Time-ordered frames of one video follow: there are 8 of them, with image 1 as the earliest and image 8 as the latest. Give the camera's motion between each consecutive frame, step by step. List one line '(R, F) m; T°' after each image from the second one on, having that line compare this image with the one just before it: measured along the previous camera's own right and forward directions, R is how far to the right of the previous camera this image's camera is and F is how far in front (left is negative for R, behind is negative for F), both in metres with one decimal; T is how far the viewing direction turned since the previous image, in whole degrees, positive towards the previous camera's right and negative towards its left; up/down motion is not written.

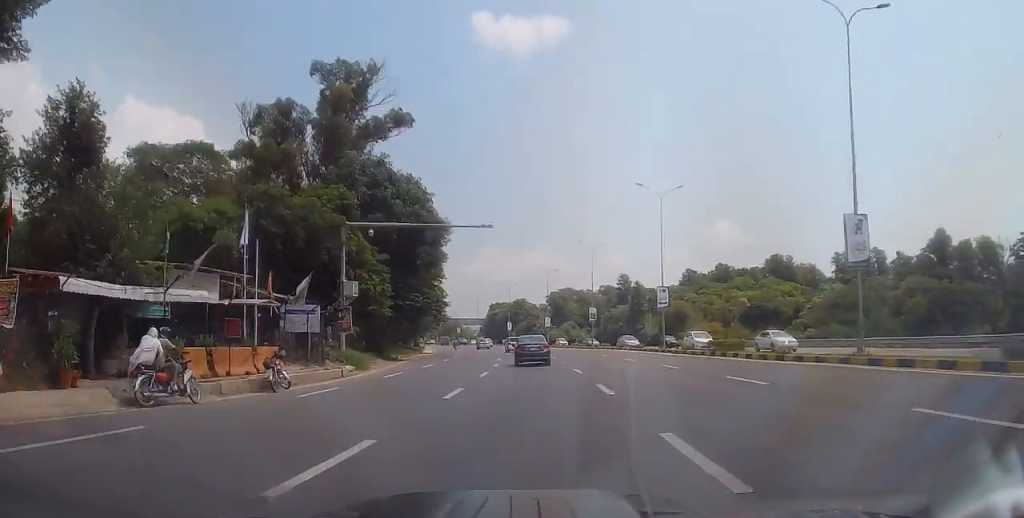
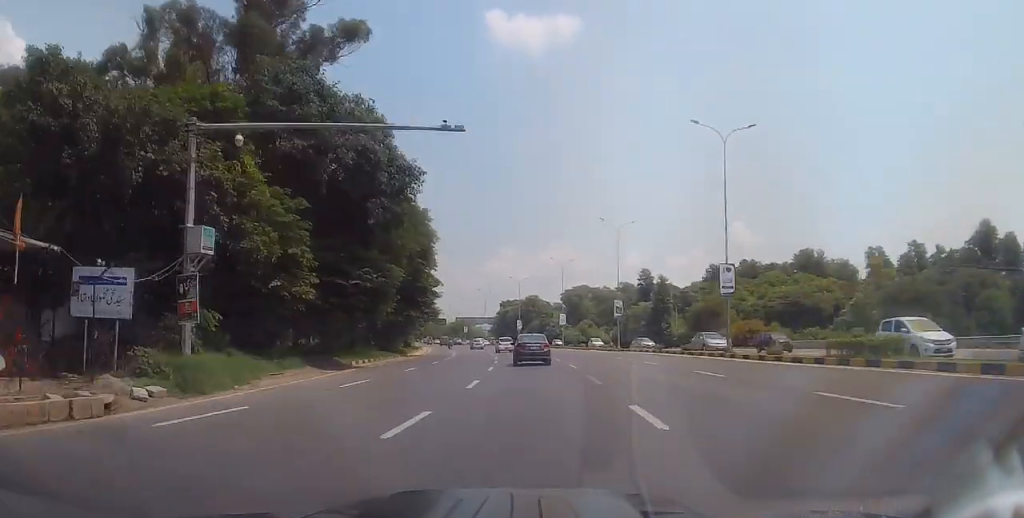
(-0.3, +14.1) m; -2°
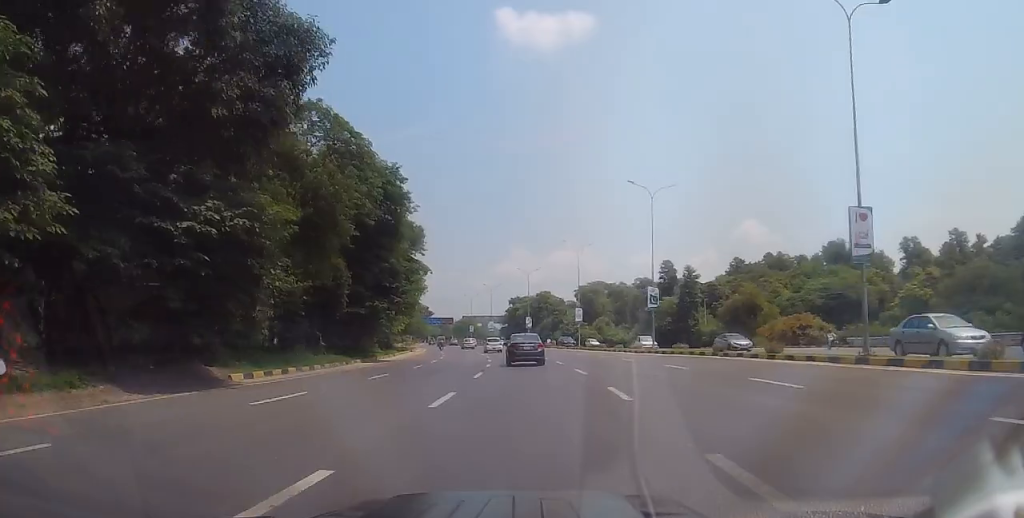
(-0.2, +14.0) m; -2°
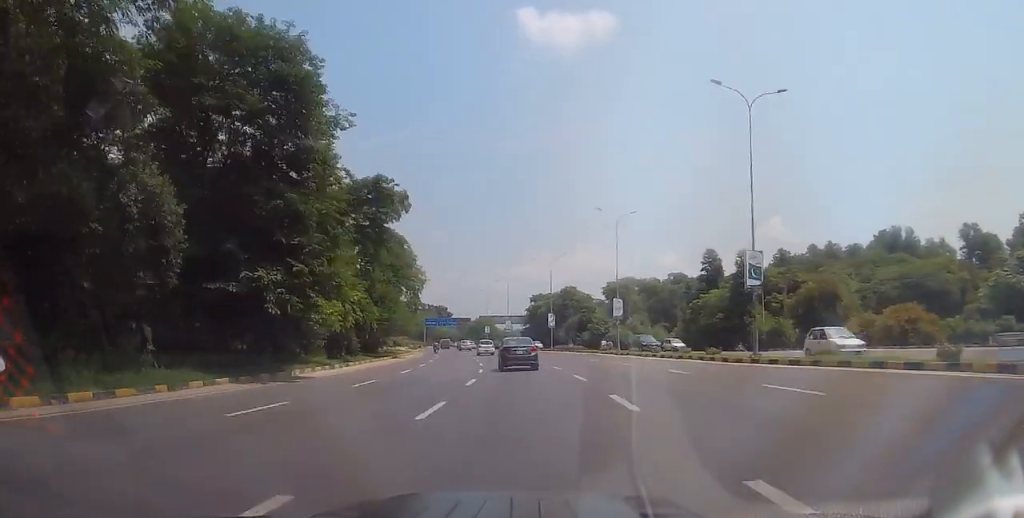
(-0.3, +18.9) m; -2°
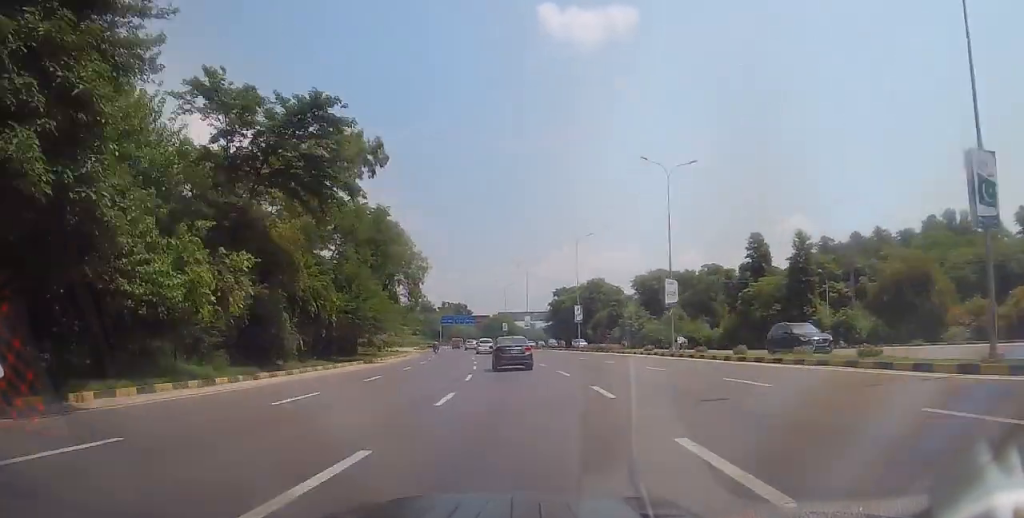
(-0.3, +15.0) m; -1°
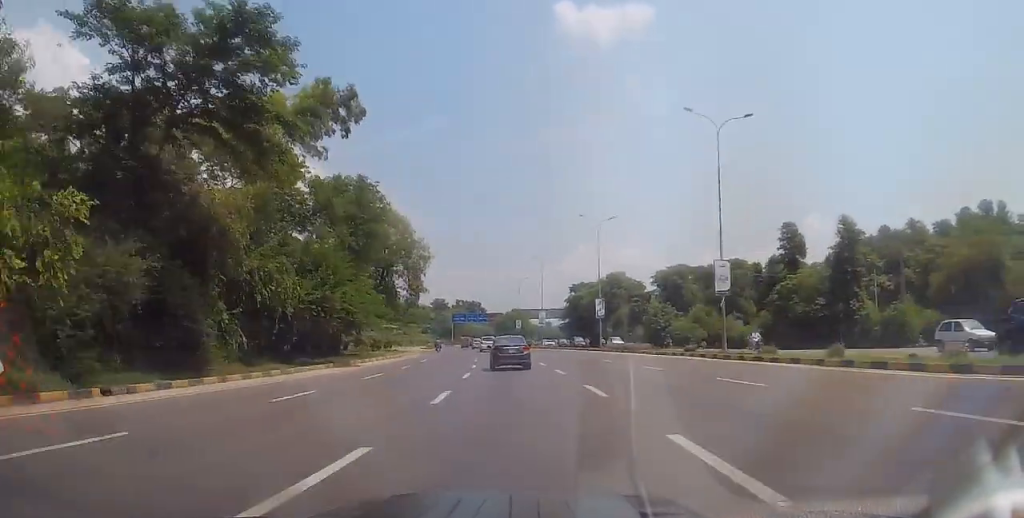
(+0.1, +8.7) m; -2°
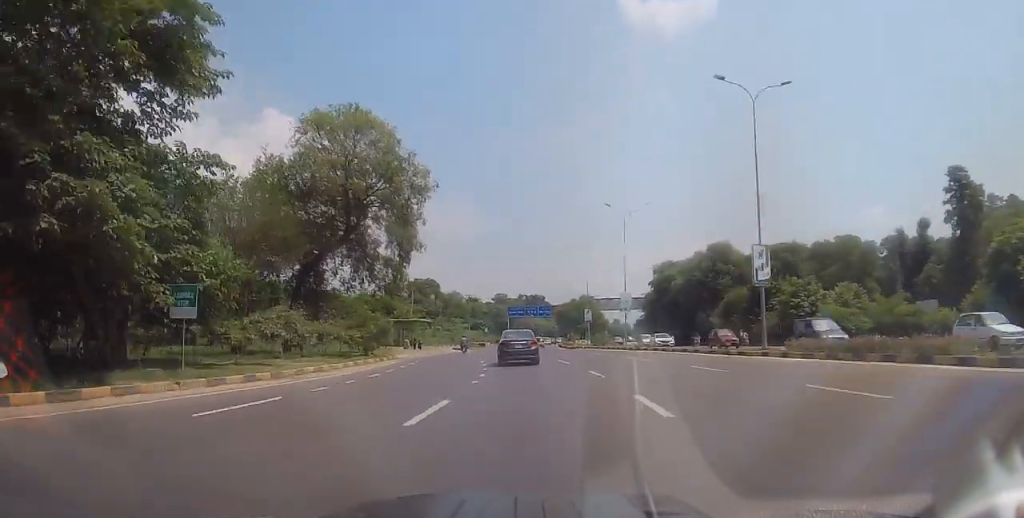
(-2.2, +31.2) m; -7°
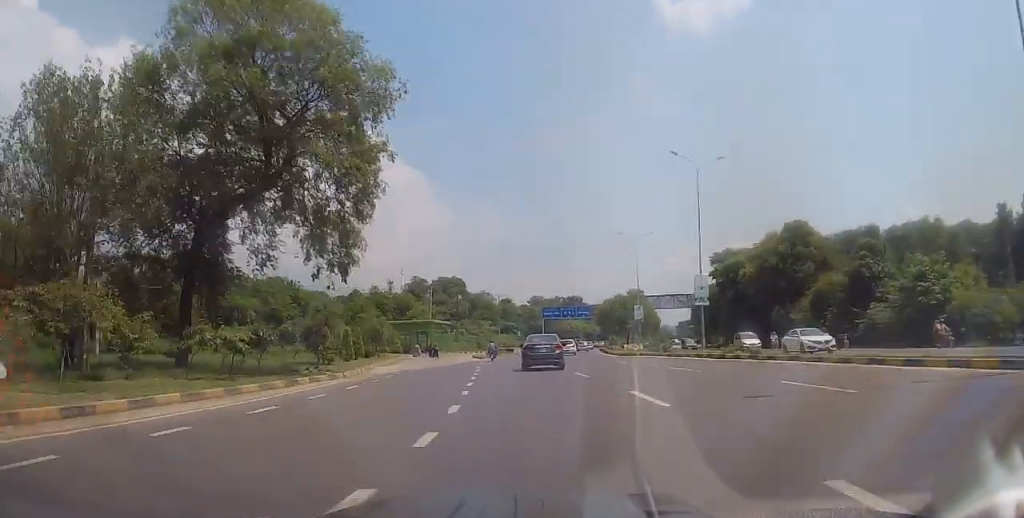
(0.0, +16.1) m; -1°
